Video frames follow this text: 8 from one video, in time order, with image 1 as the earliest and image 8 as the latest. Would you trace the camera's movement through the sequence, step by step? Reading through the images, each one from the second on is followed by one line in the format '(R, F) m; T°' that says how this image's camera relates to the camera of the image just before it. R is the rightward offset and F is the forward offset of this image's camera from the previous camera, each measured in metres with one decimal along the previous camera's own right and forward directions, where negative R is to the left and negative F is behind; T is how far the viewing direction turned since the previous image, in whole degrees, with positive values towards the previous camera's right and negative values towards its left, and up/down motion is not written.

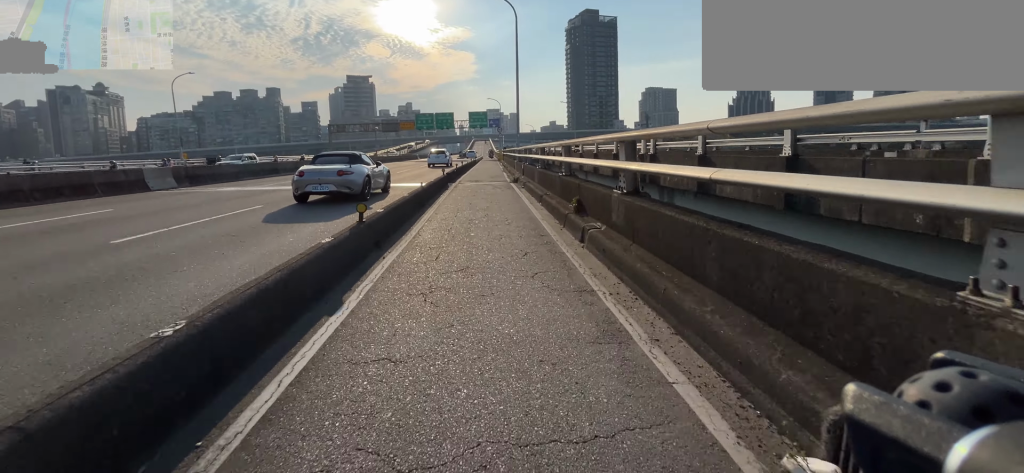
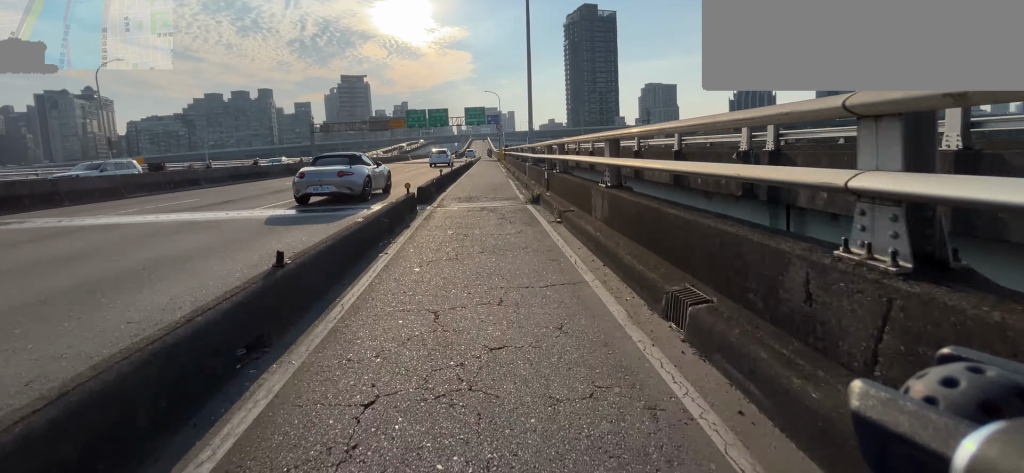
(0.0, +6.9) m; 0°
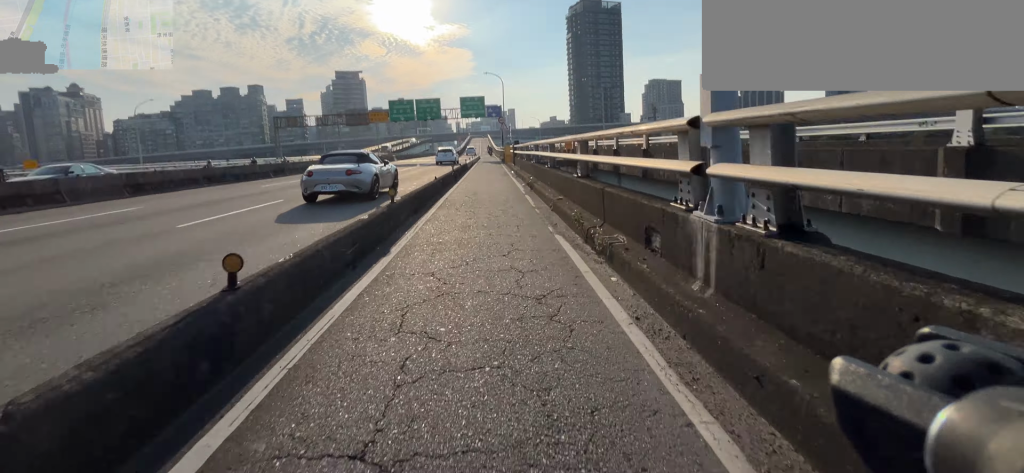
(0.0, +12.1) m; 0°
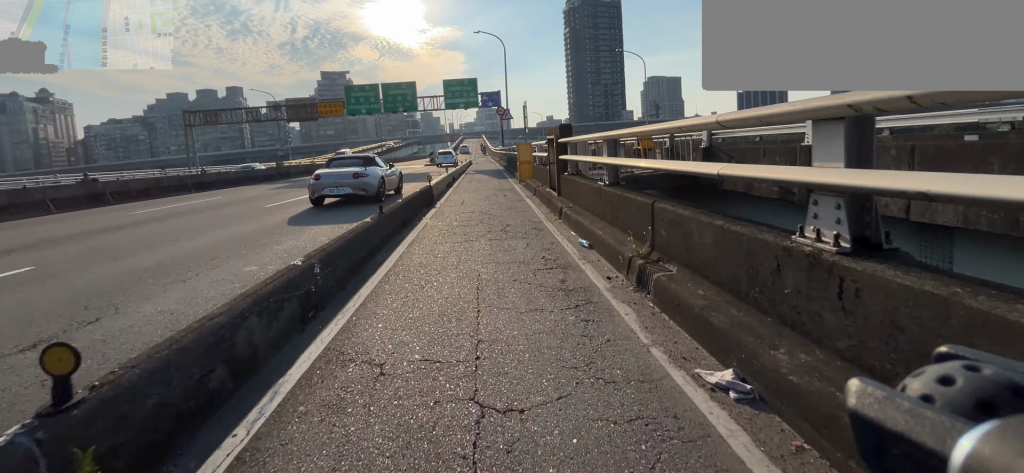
(0.0, +16.2) m; 0°
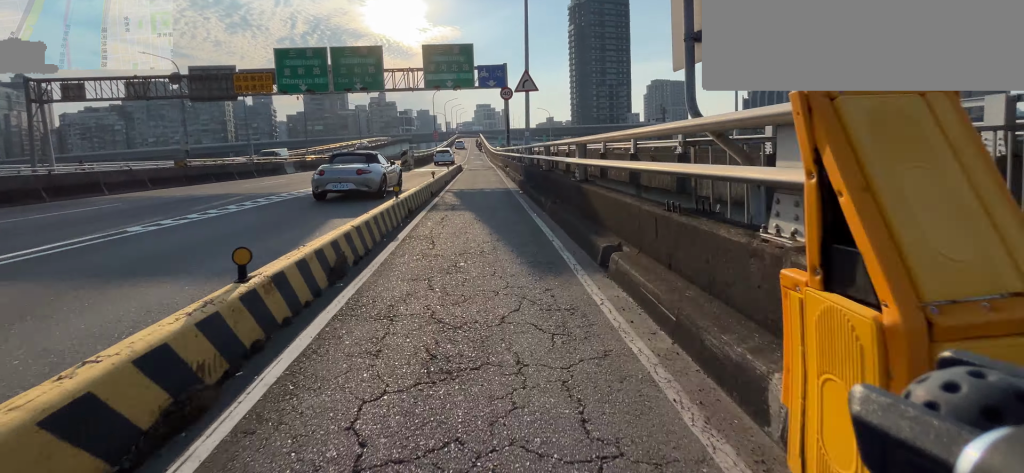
(+0.1, +13.8) m; 0°
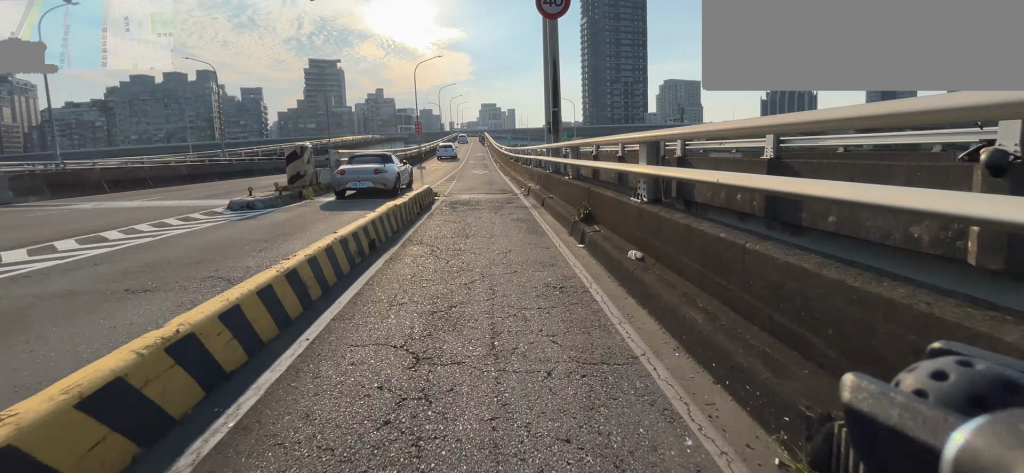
(0.0, +18.5) m; 0°
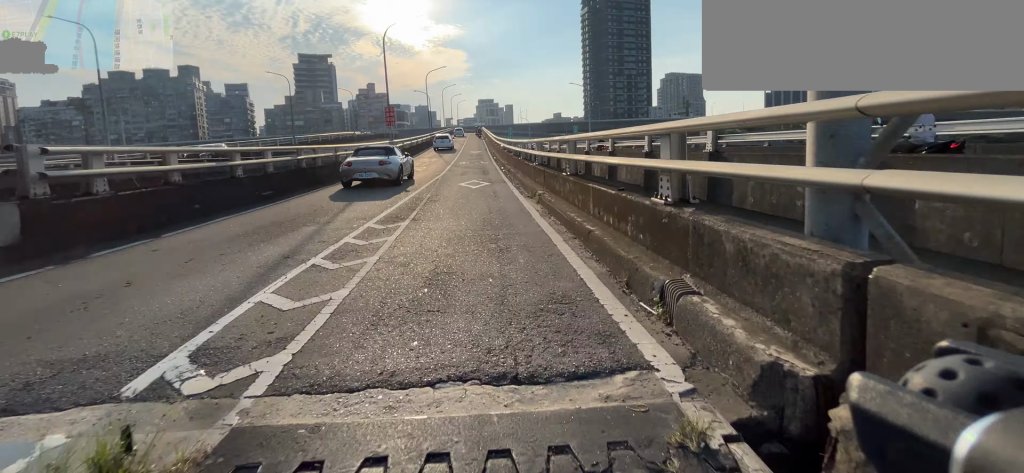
(0.0, +10.4) m; 0°
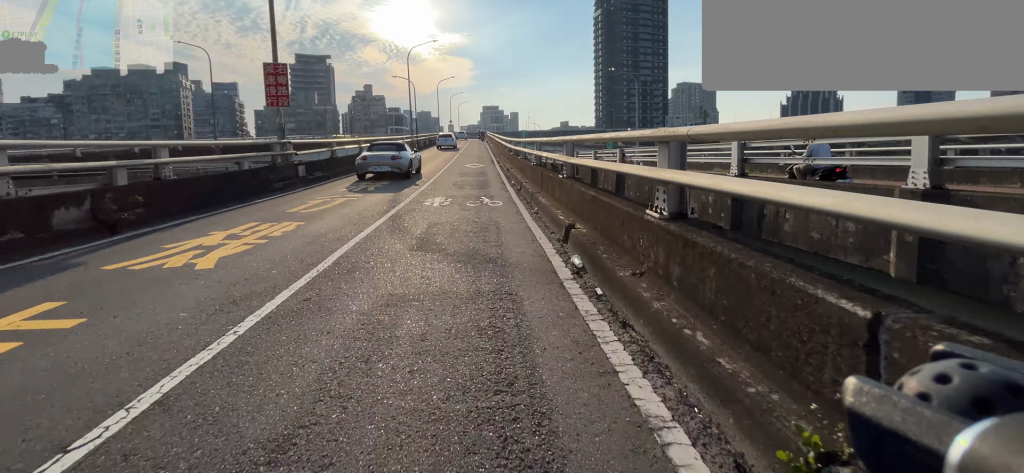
(-0.2, +15.5) m; -1°
